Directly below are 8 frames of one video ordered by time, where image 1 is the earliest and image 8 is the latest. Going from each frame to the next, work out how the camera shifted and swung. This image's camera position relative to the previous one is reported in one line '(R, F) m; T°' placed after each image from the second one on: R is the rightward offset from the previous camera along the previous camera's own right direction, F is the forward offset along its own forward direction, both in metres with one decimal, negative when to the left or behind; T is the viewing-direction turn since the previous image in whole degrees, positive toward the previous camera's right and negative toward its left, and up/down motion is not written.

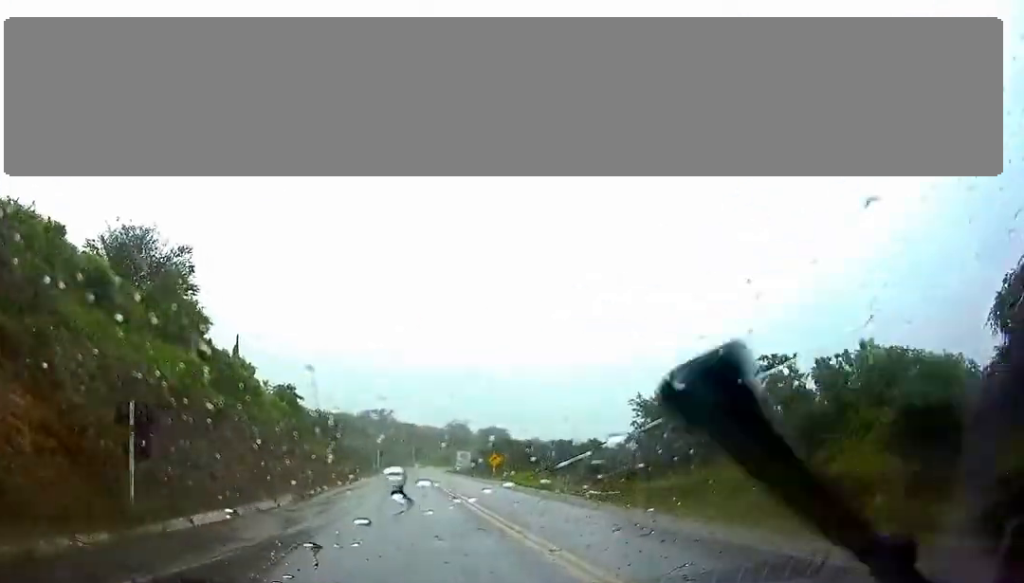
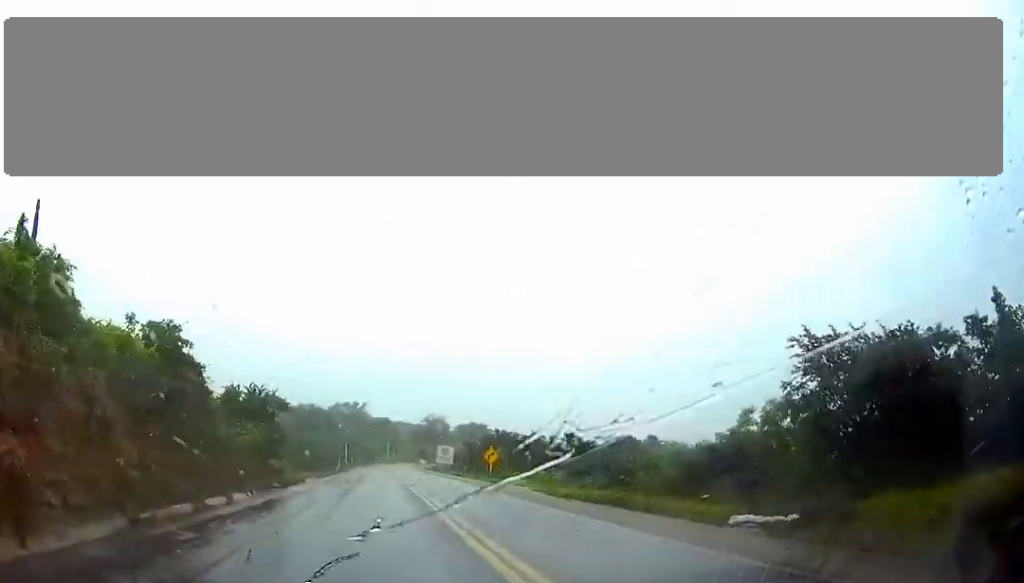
(+0.3, +20.1) m; +1°
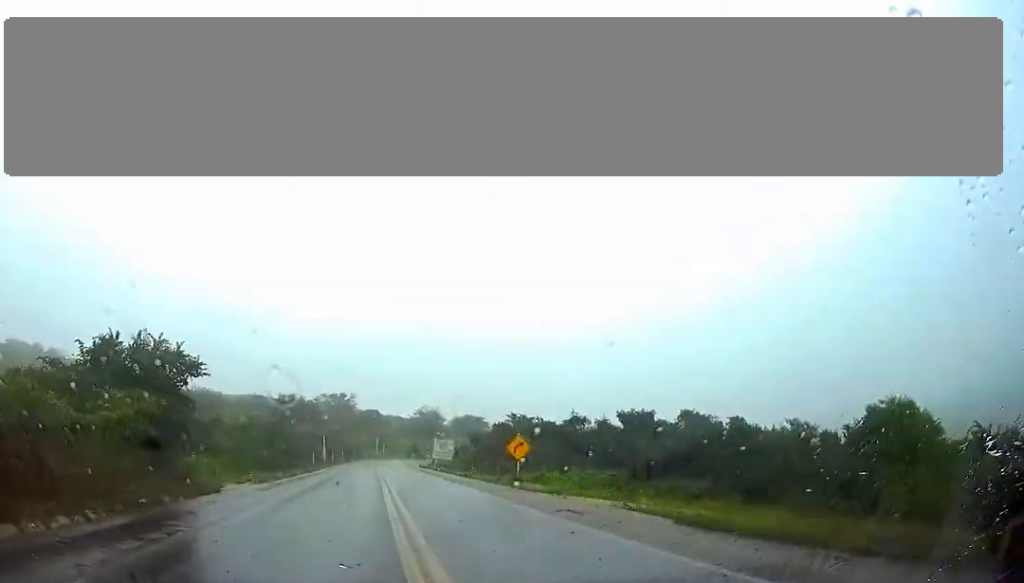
(+0.3, +20.0) m; +1°
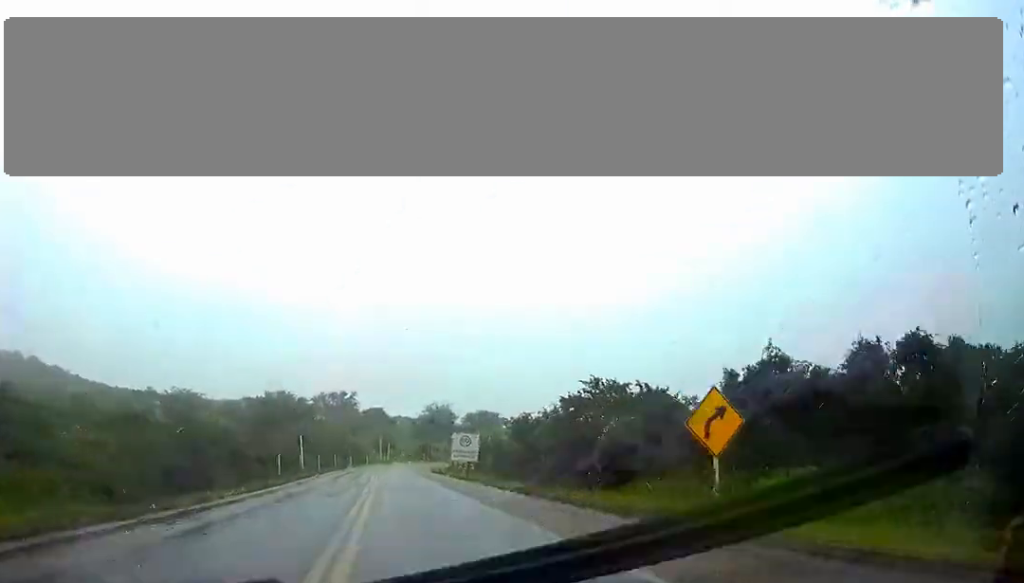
(0.0, +27.1) m; 0°
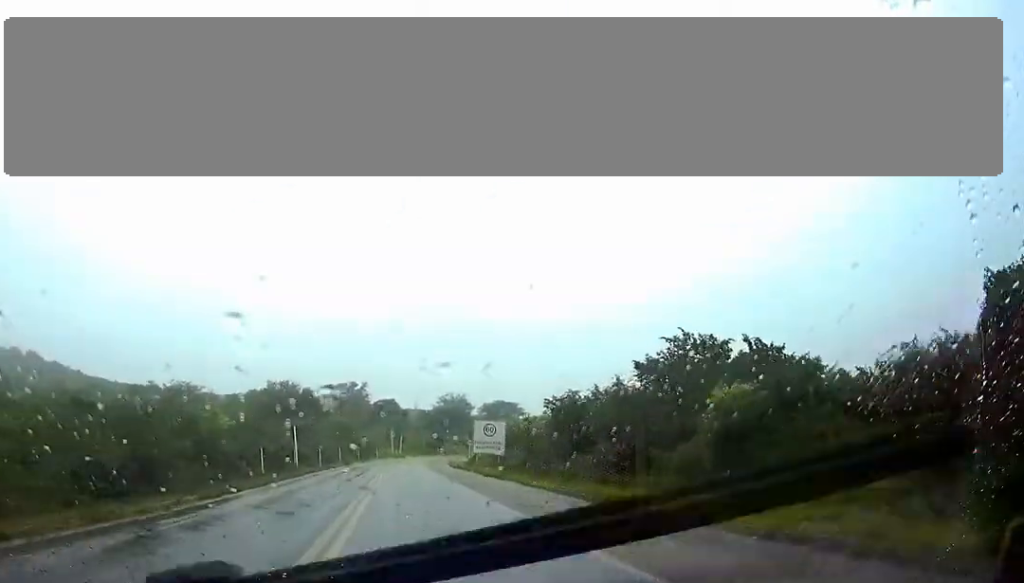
(0.0, +11.2) m; 0°
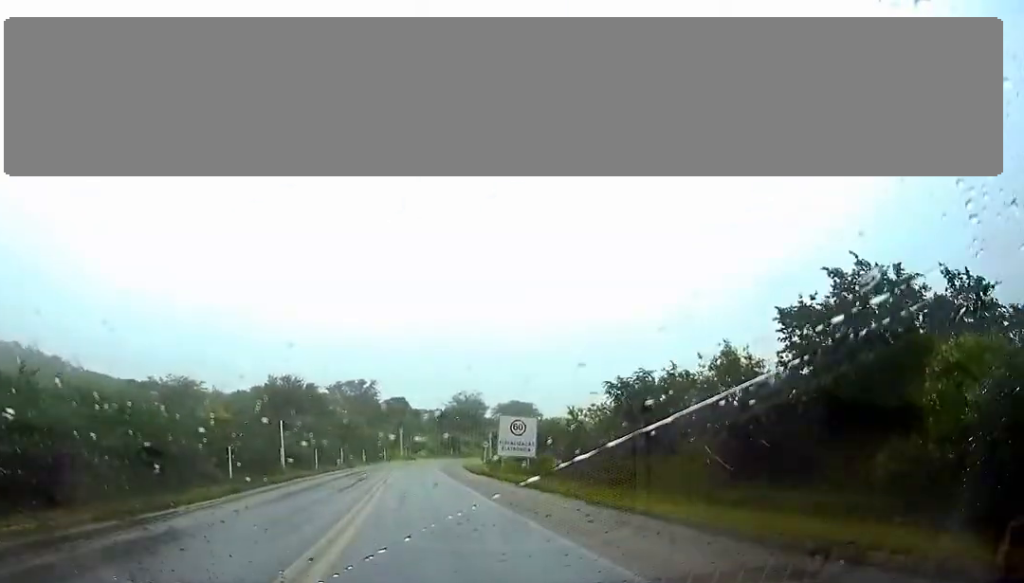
(0.0, +10.8) m; 0°
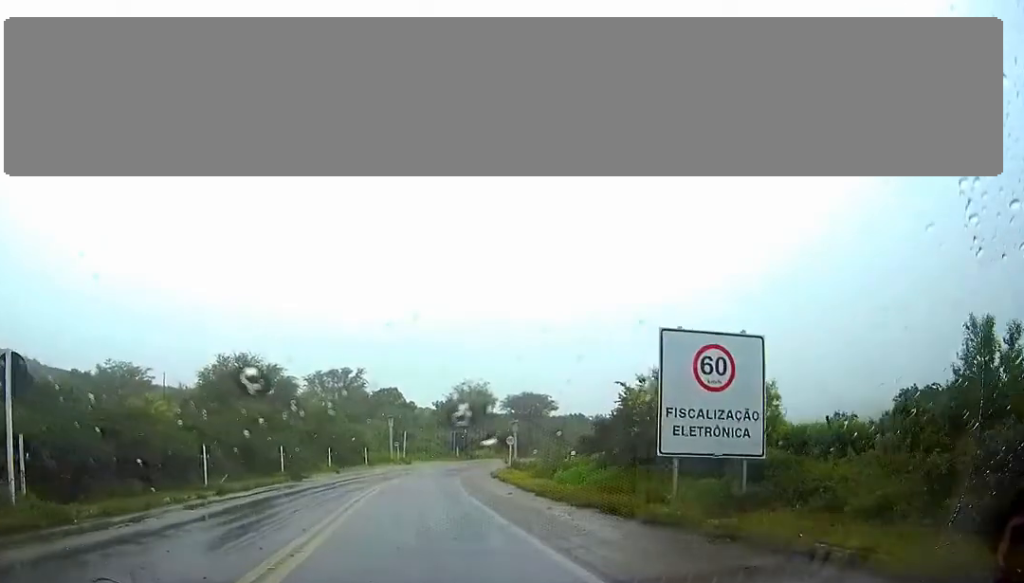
(-0.3, +34.8) m; -1°
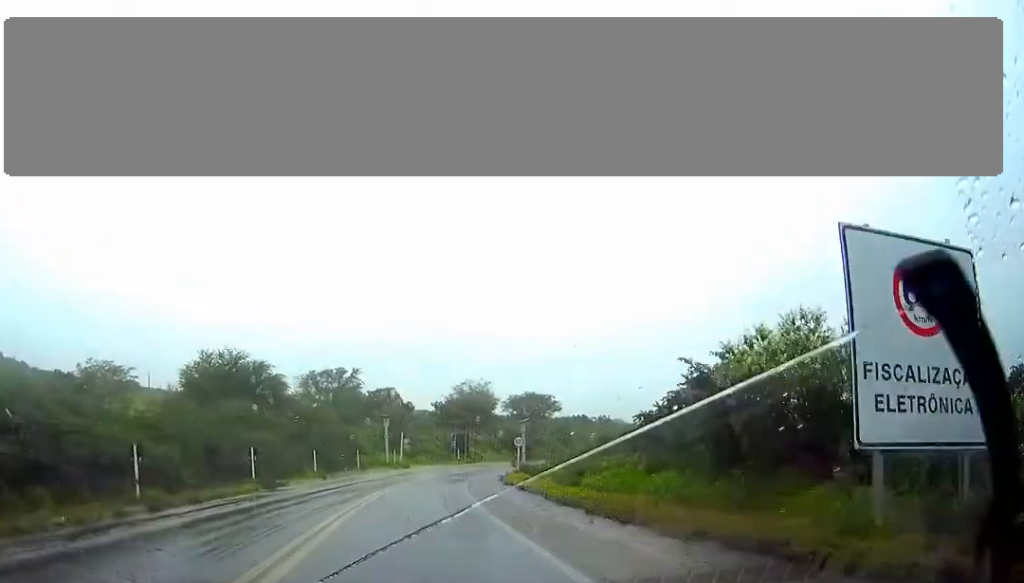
(0.0, +8.0) m; 0°
